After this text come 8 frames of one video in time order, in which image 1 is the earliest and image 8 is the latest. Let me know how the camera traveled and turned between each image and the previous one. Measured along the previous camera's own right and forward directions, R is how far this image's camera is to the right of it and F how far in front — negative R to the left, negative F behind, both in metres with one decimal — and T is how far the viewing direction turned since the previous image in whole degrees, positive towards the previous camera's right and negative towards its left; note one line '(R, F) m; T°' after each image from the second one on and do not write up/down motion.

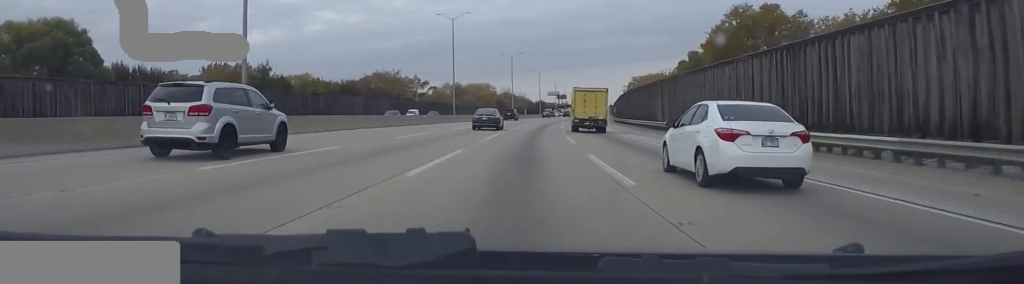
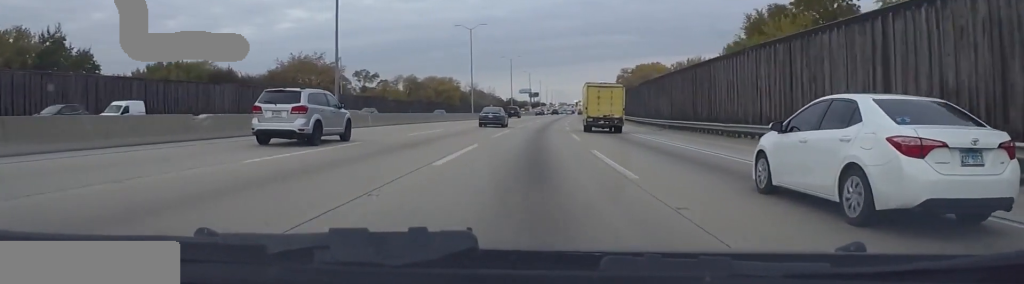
(+1.4, +47.3) m; +4°
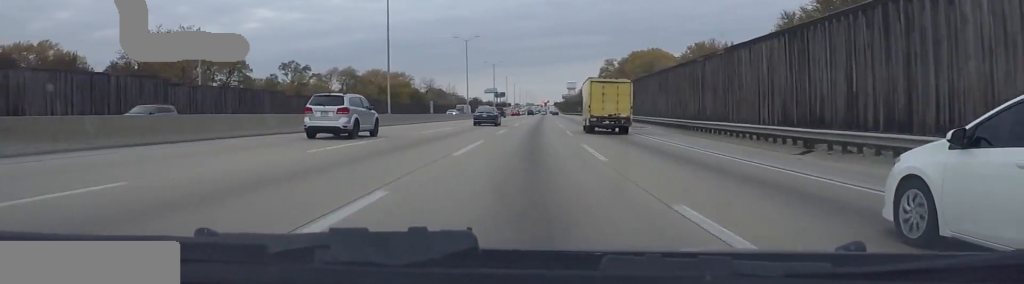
(+1.5, +37.8) m; +2°
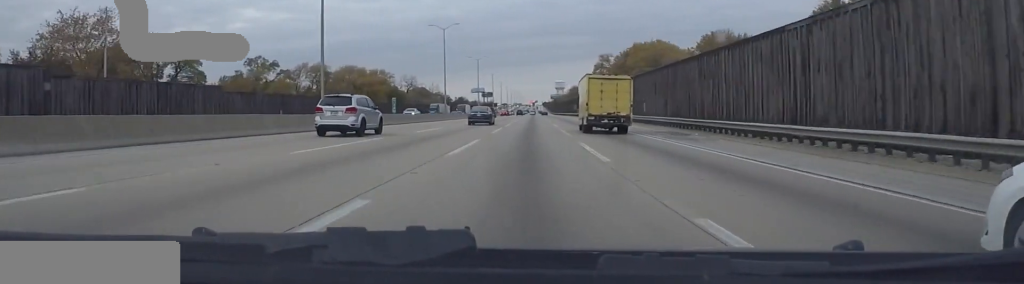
(-0.4, +14.6) m; 0°
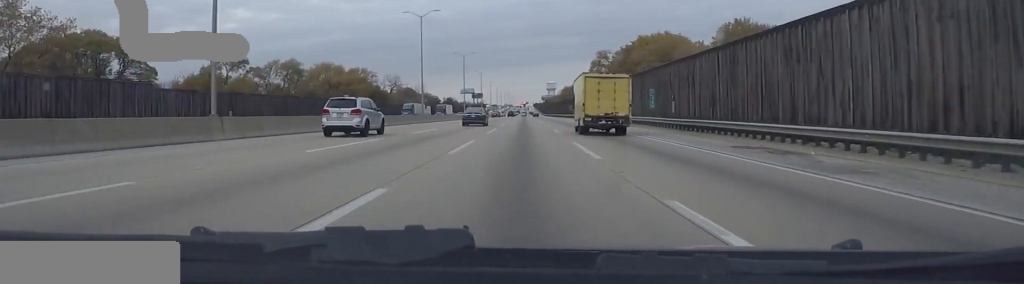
(+0.1, +13.6) m; 0°
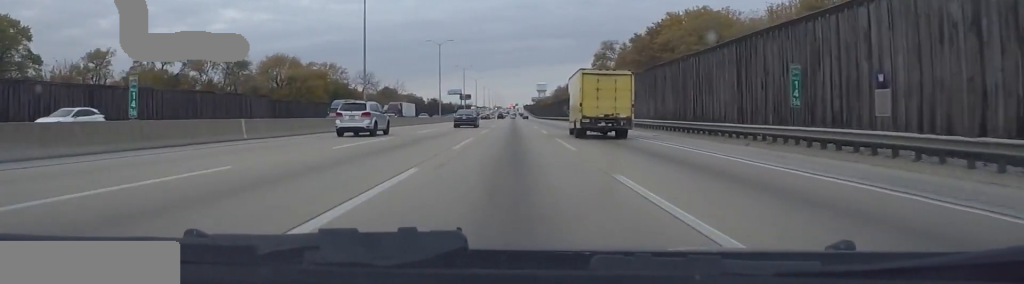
(+0.5, +25.7) m; +1°
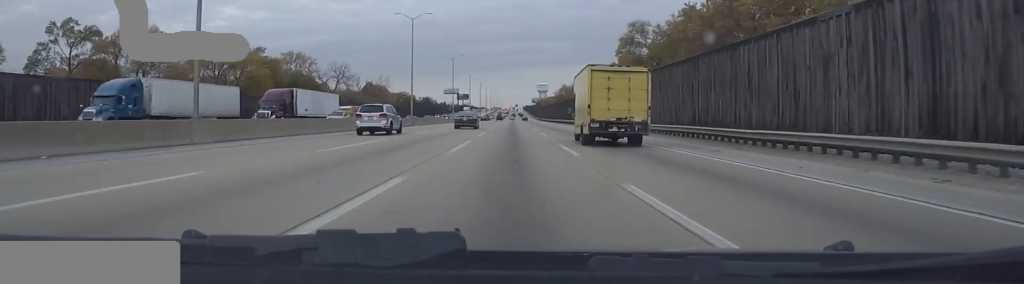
(-0.3, +31.6) m; 0°
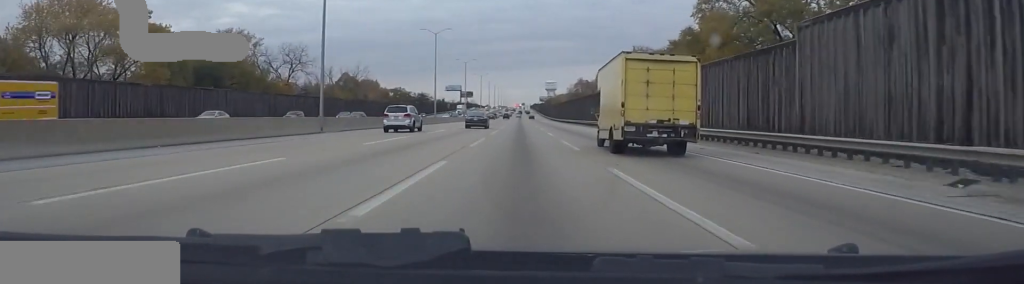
(-0.3, +43.0) m; -1°
